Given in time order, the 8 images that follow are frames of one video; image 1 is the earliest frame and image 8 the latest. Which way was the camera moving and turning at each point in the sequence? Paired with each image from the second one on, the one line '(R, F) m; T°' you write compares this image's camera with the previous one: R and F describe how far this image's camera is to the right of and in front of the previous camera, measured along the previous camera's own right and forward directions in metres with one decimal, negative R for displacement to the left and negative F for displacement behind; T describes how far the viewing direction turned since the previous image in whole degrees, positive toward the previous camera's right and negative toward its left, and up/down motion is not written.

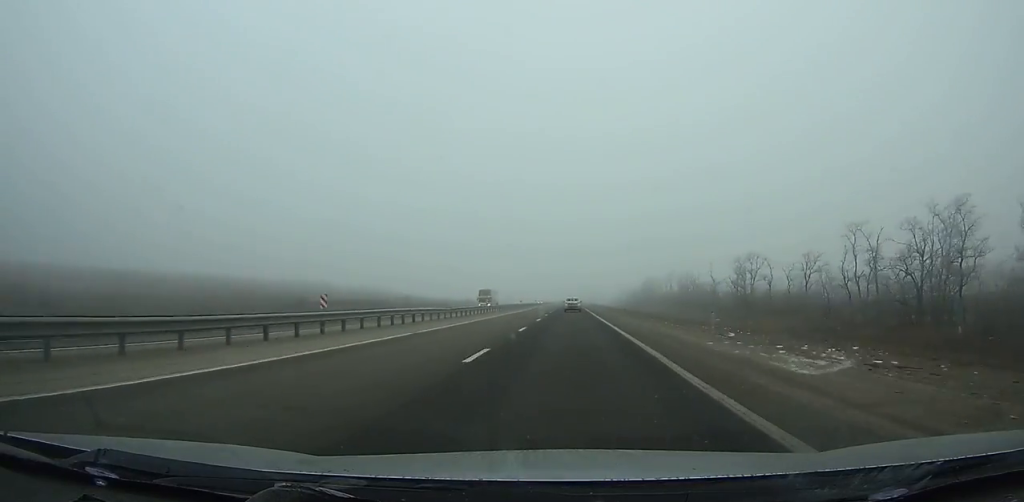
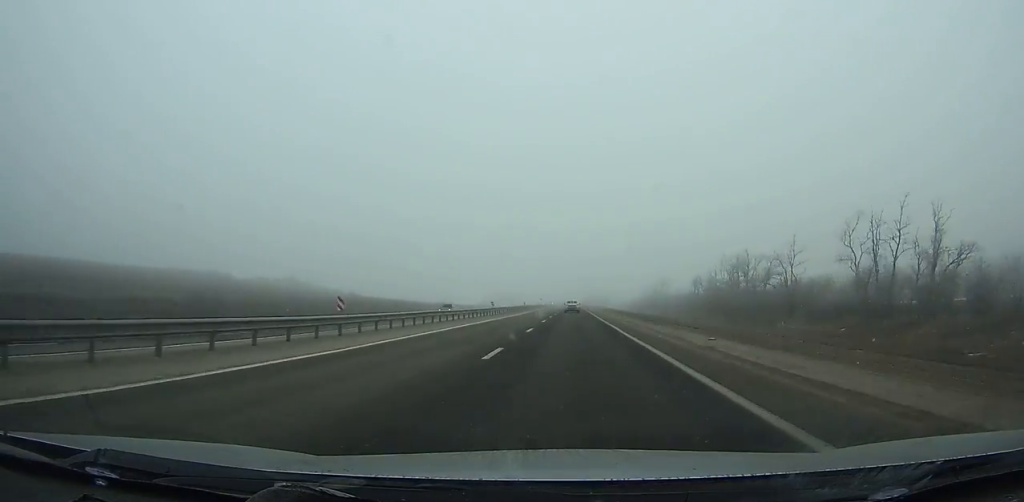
(0.0, +119.3) m; 0°
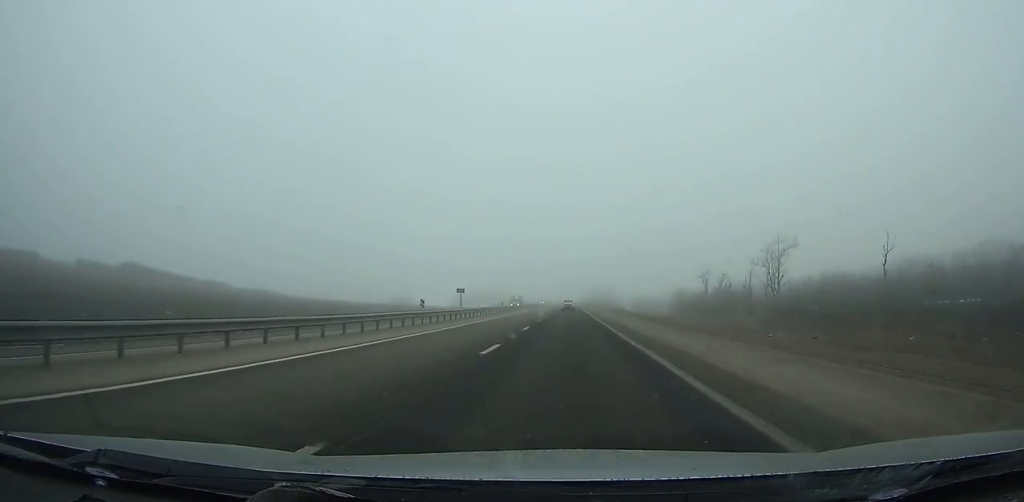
(-0.3, +106.8) m; 0°
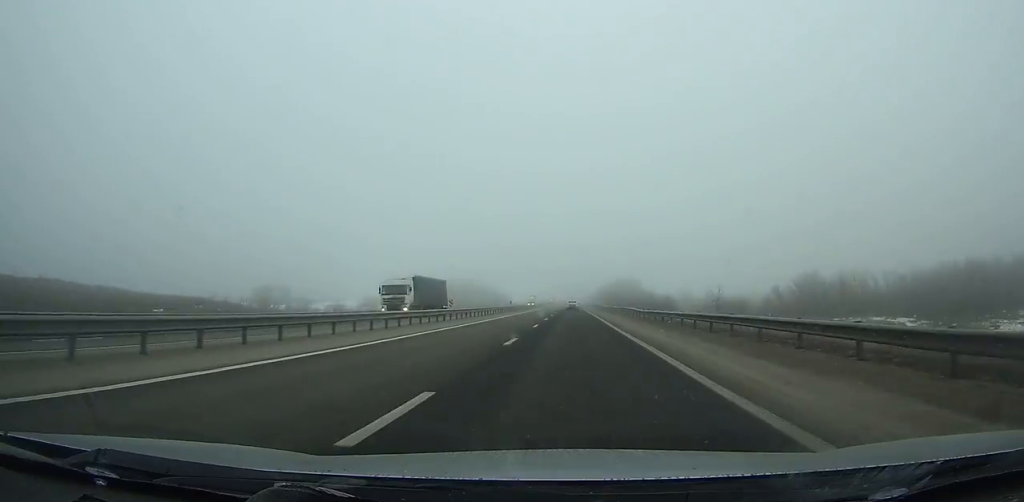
(0.0, +153.2) m; 0°
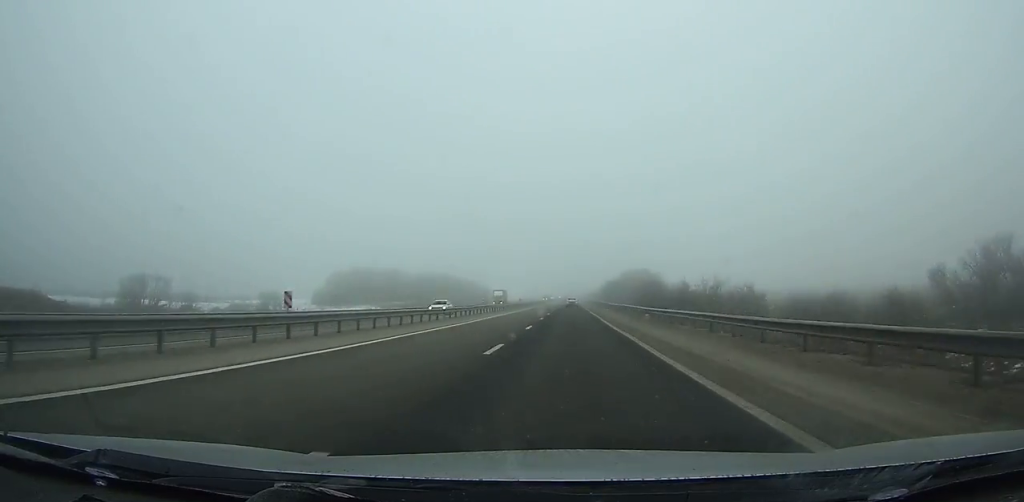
(+0.1, +62.5) m; 0°
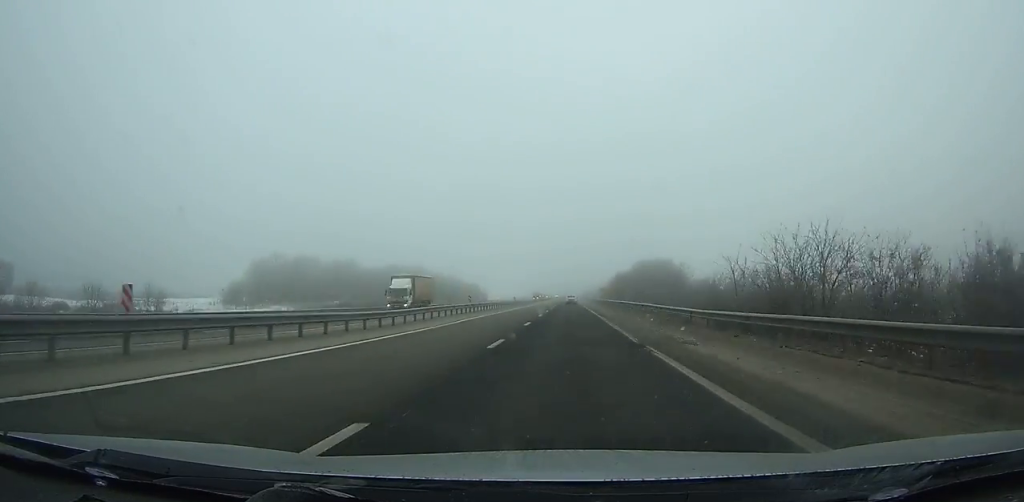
(0.0, +45.3) m; 0°
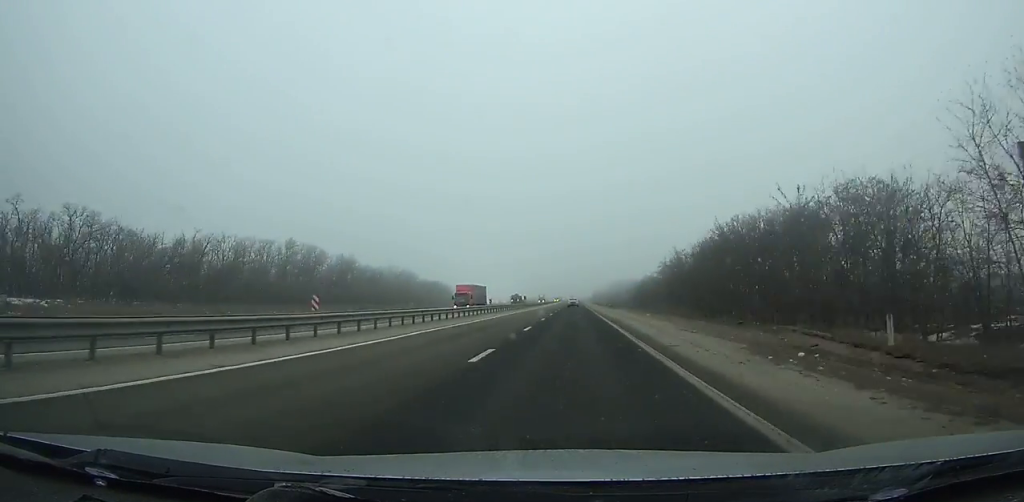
(-0.1, +113.1) m; 0°
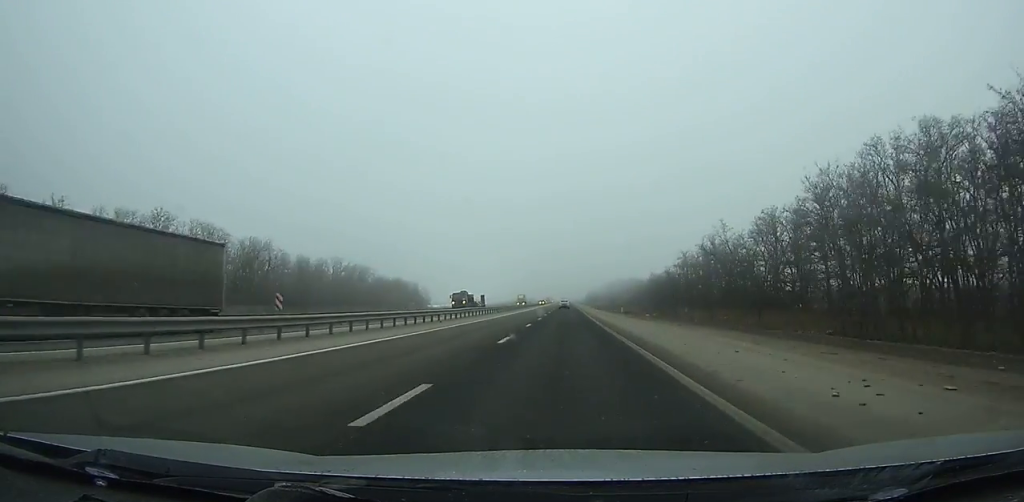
(0.0, +42.6) m; 0°
